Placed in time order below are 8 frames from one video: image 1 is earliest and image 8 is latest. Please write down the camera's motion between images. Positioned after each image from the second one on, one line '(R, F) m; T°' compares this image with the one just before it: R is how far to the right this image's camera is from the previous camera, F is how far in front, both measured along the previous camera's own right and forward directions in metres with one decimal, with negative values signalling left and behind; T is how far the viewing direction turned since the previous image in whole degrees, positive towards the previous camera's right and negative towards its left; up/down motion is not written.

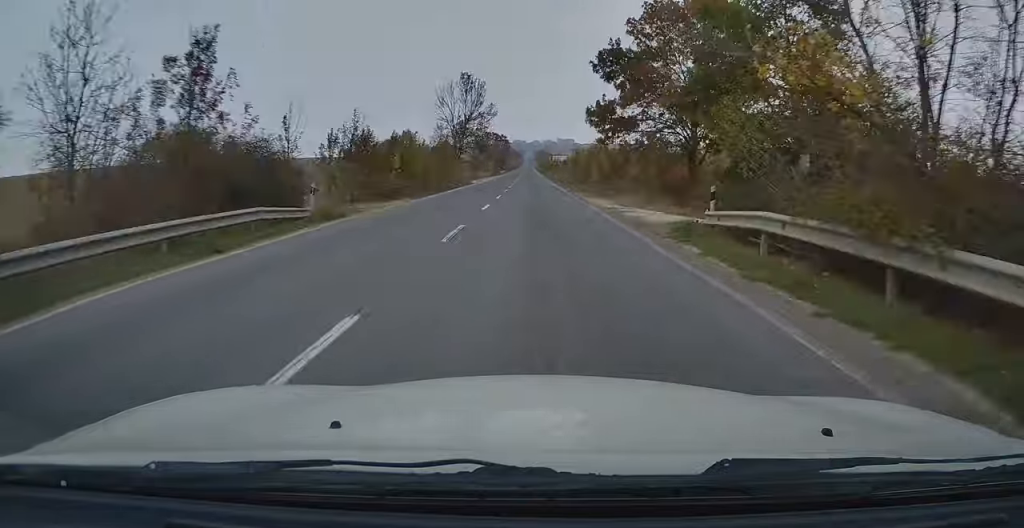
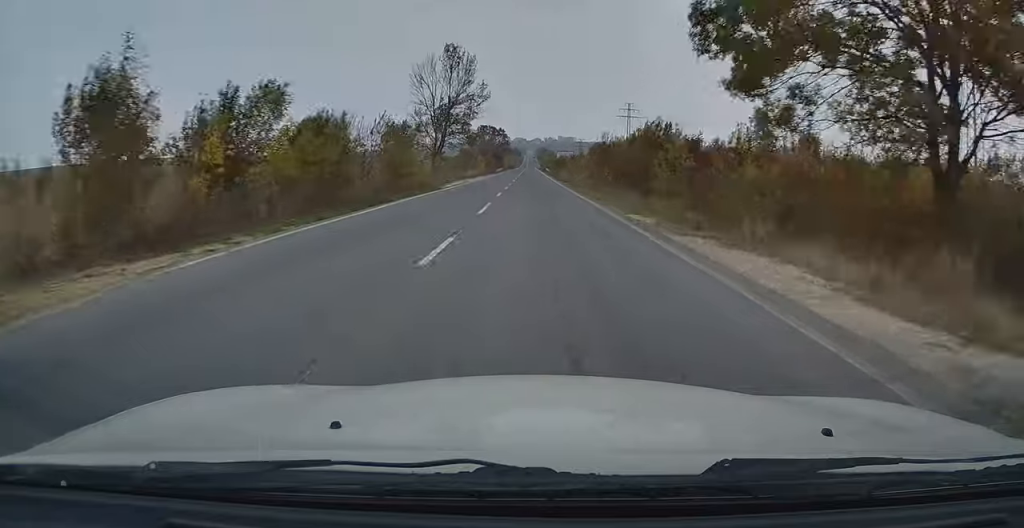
(-0.1, +21.1) m; 0°
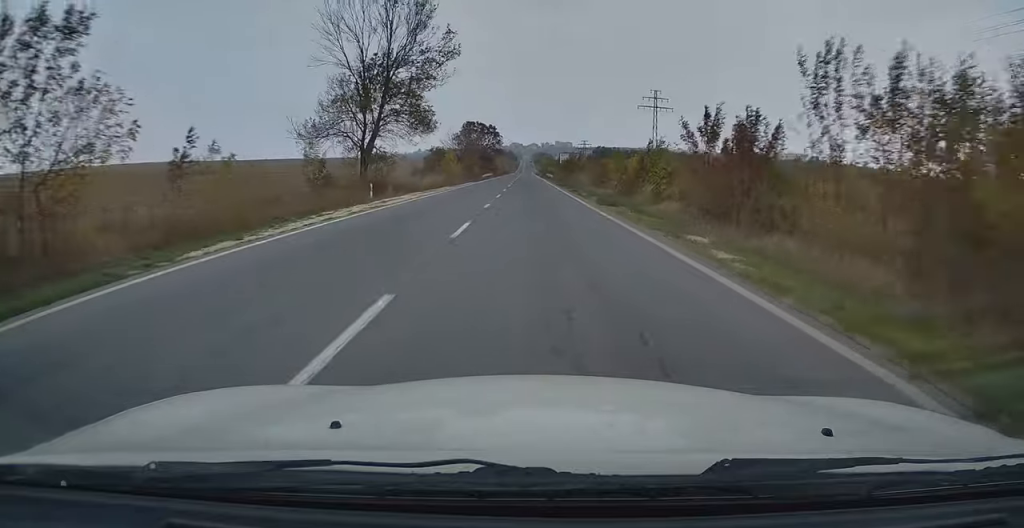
(0.0, +32.6) m; 0°
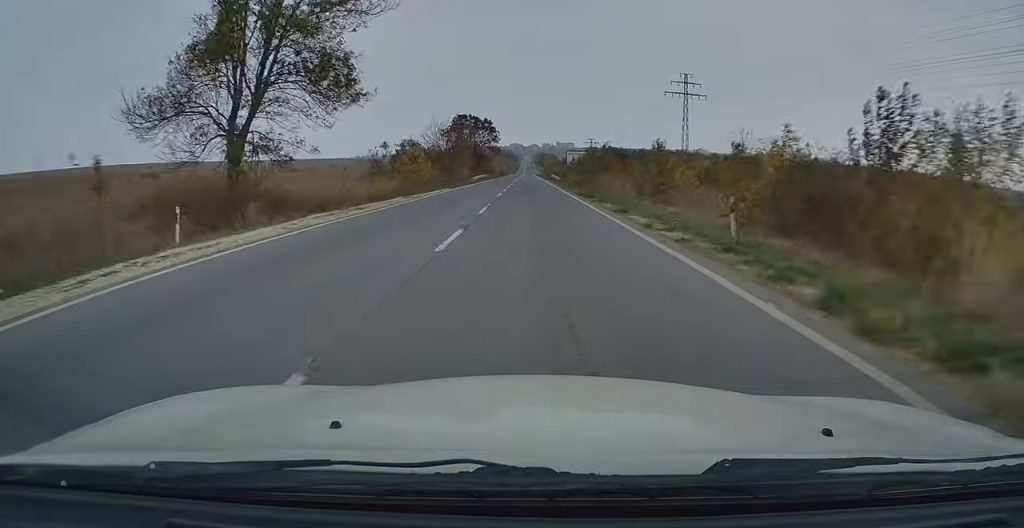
(0.0, +20.2) m; 0°
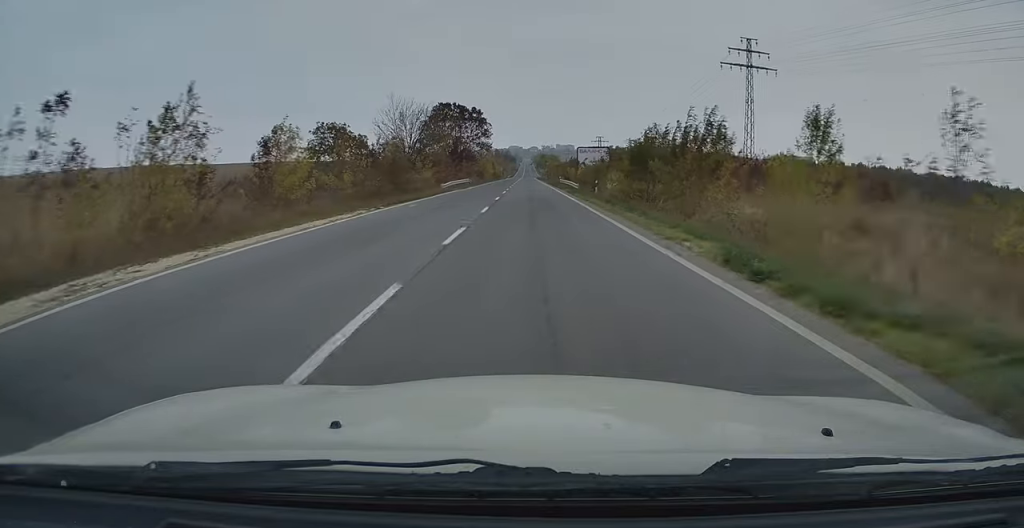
(+0.1, +25.7) m; +1°
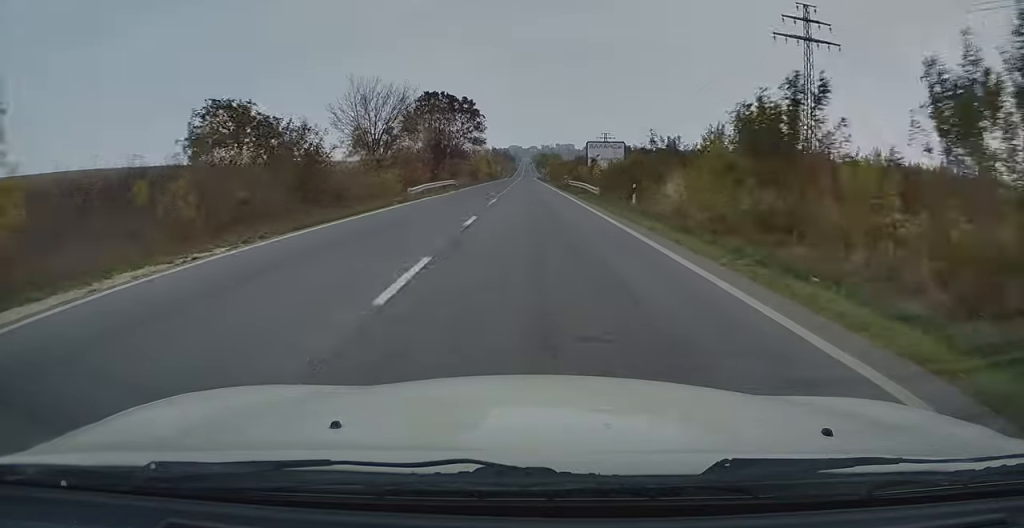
(+0.1, +13.7) m; 0°
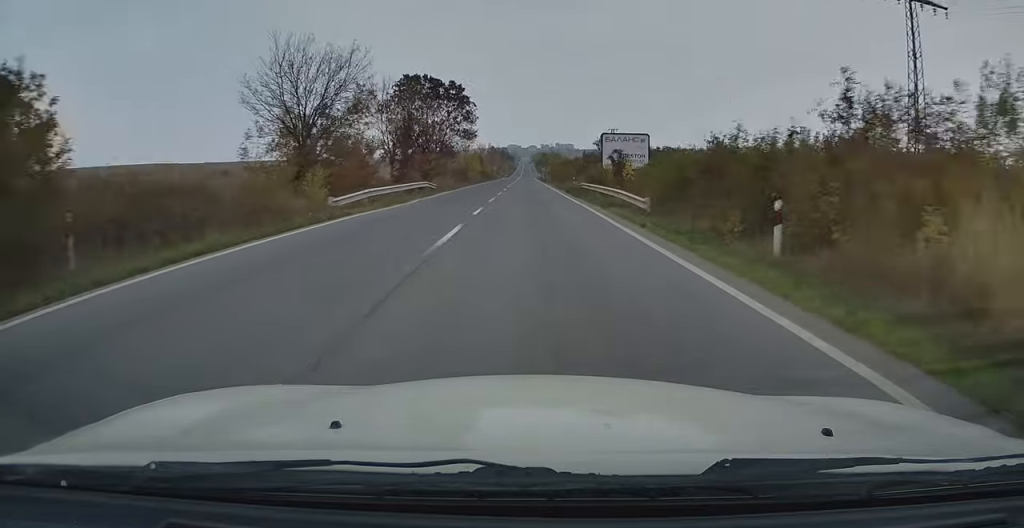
(0.0, +14.5) m; 0°
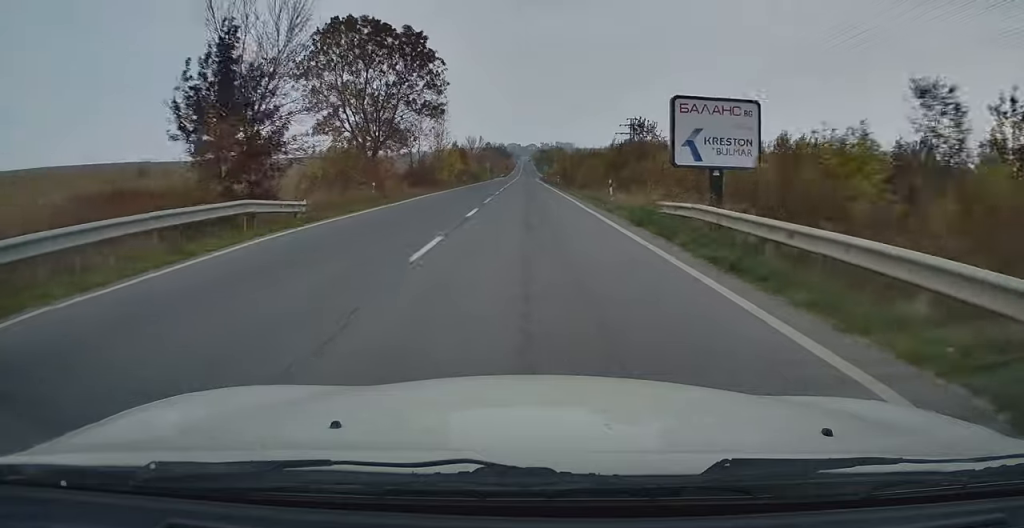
(-0.2, +27.4) m; 0°
